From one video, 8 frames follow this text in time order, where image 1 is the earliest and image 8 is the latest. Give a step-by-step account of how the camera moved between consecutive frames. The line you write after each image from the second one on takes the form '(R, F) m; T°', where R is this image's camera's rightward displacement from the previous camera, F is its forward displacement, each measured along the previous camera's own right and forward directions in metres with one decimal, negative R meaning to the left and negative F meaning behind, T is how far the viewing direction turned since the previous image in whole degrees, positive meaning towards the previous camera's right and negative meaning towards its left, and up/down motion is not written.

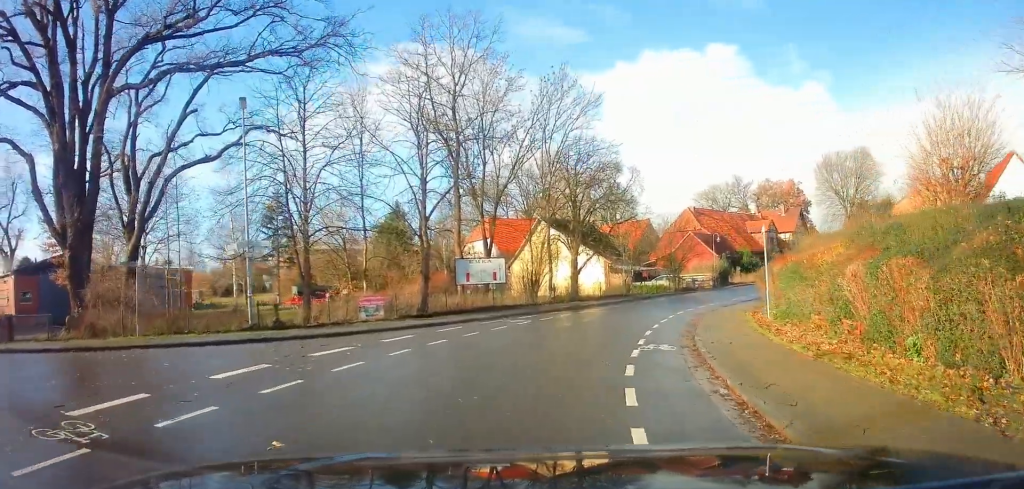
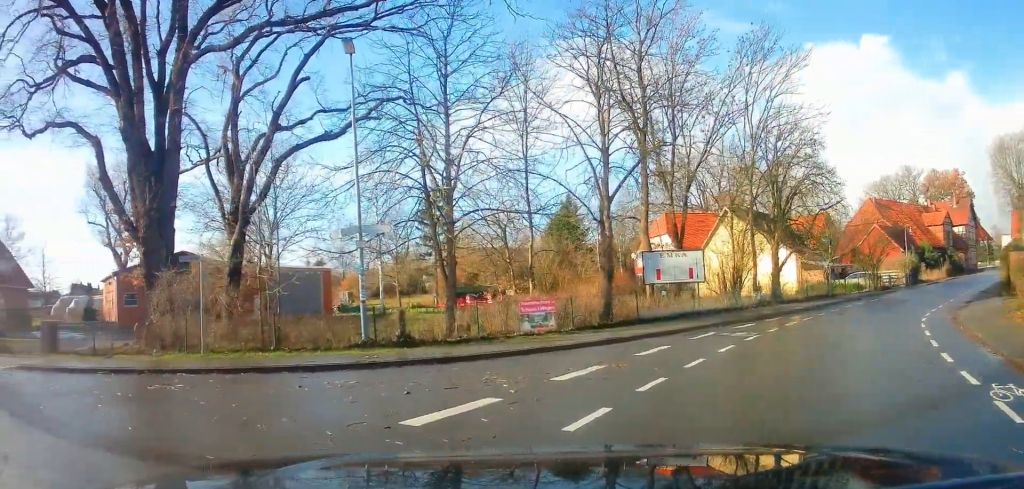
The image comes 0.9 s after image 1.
(-0.7, +5.2) m; -20°
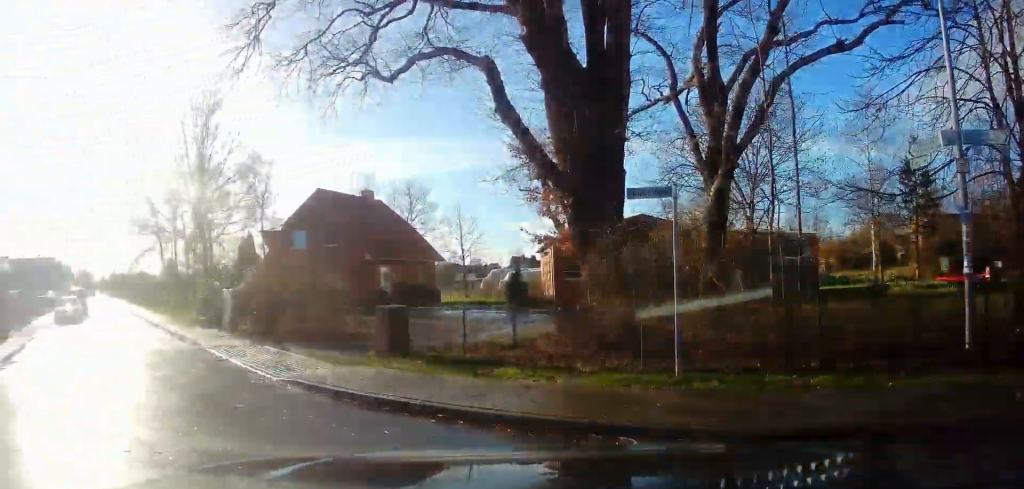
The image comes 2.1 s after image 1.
(-1.9, +6.0) m; -42°
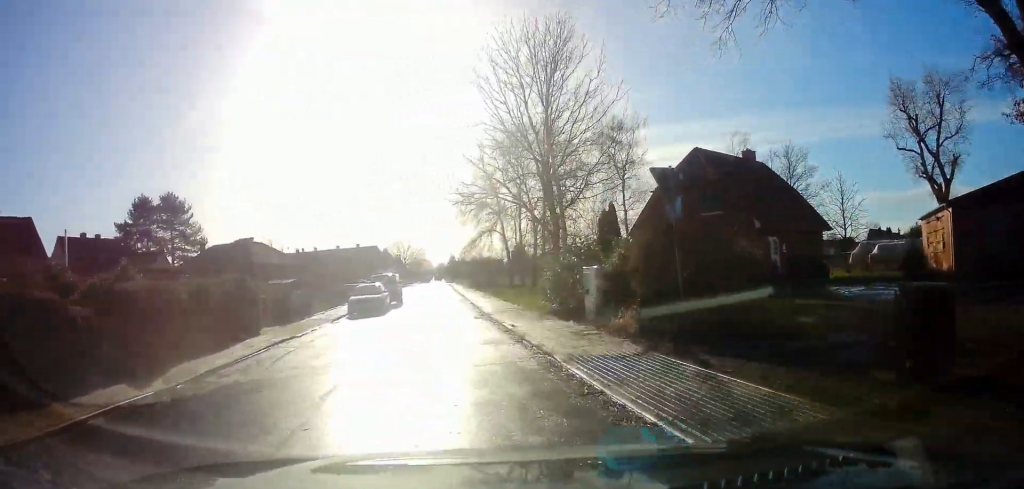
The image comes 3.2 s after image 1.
(-1.6, +5.4) m; -25°
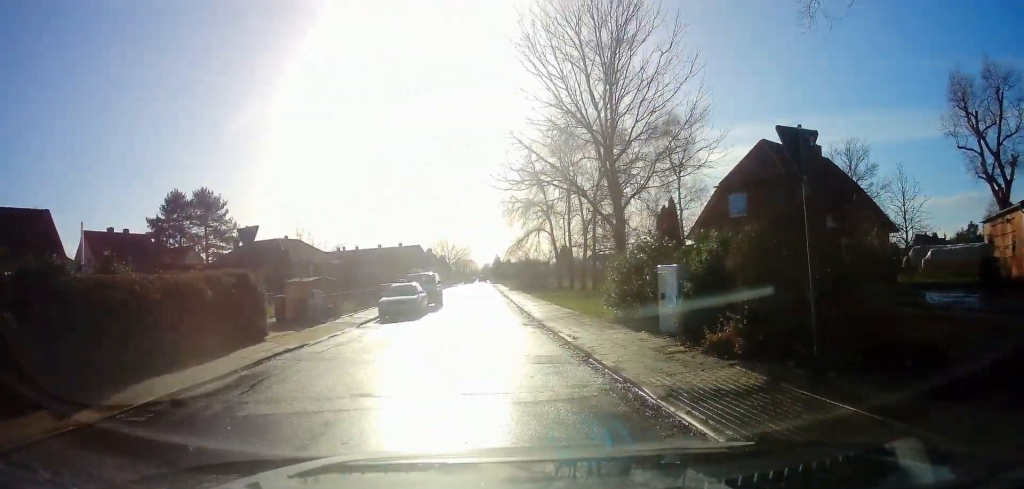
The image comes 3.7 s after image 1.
(-0.3, +2.9) m; -3°
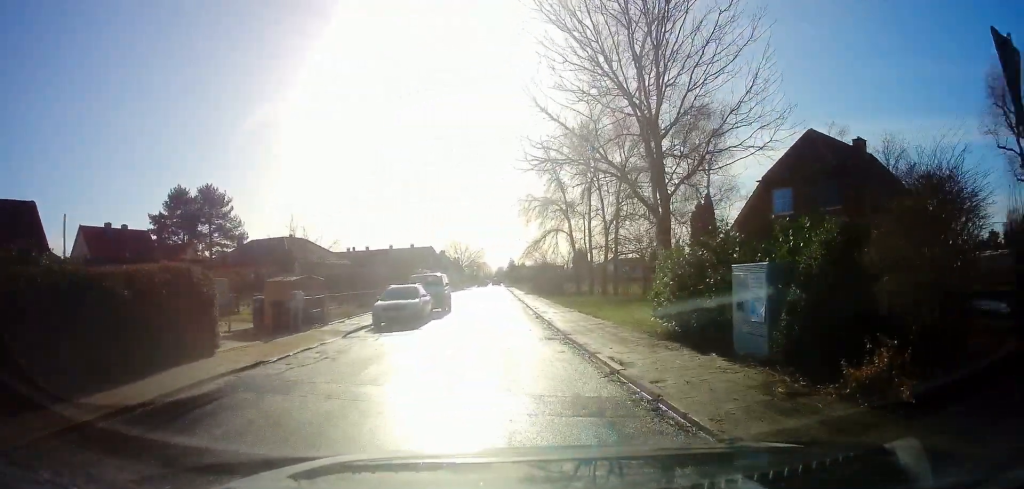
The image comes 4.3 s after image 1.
(-0.2, +3.4) m; -3°
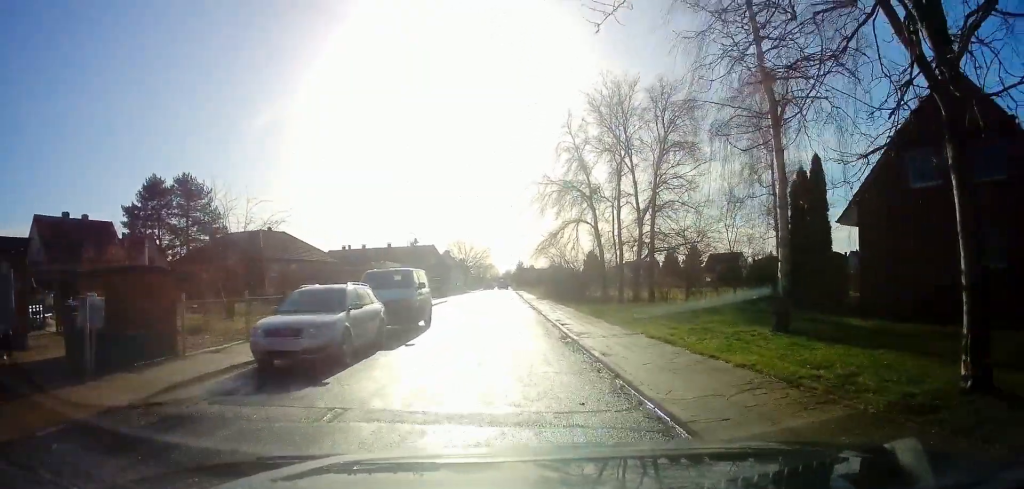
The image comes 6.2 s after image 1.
(0.0, +9.8) m; 0°
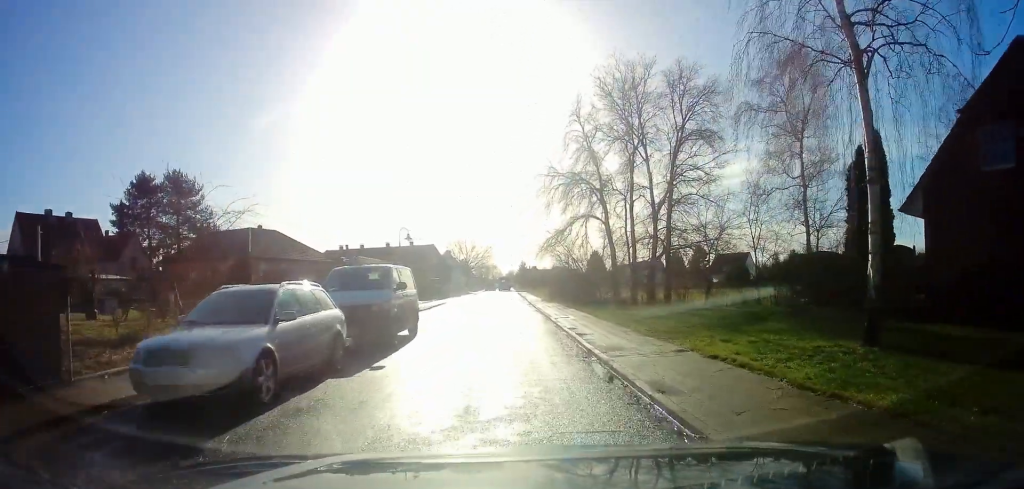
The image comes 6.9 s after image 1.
(0.0, +3.6) m; -2°
